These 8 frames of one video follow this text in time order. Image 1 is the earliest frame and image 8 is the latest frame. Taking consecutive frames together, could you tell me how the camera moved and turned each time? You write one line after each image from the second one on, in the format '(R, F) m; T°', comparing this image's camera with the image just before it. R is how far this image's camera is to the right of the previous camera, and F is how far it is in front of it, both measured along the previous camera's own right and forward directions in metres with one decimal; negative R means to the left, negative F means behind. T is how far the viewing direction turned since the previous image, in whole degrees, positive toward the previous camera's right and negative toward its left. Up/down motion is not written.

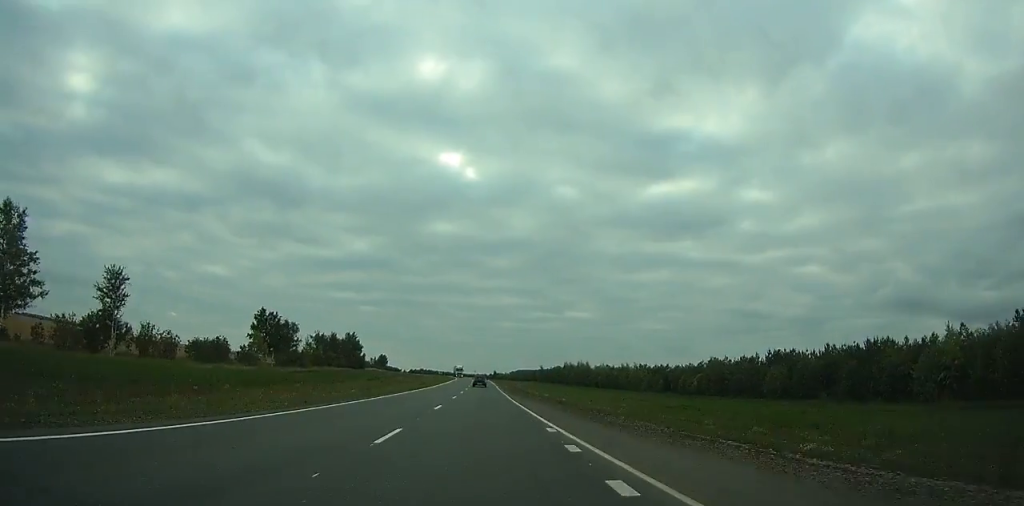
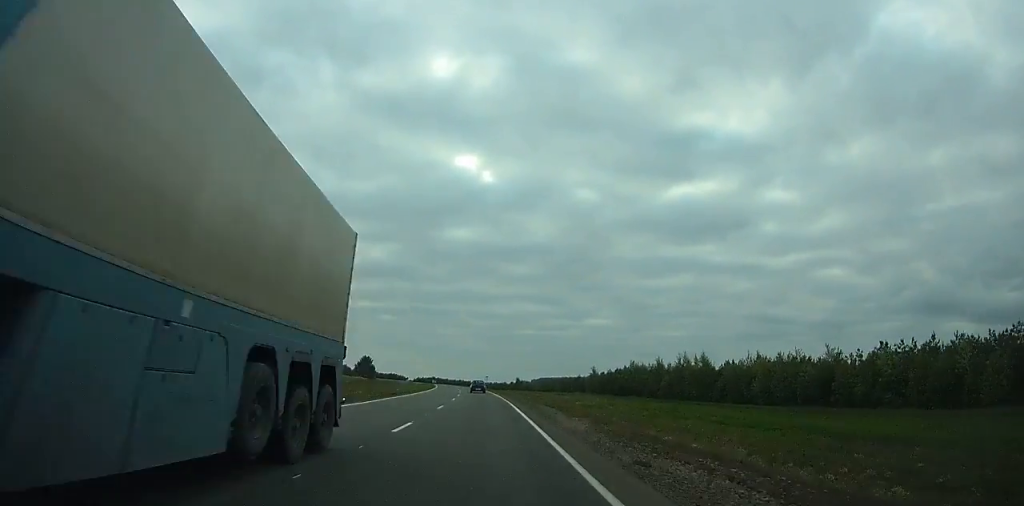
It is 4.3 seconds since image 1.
(-2.5, +104.4) m; -3°
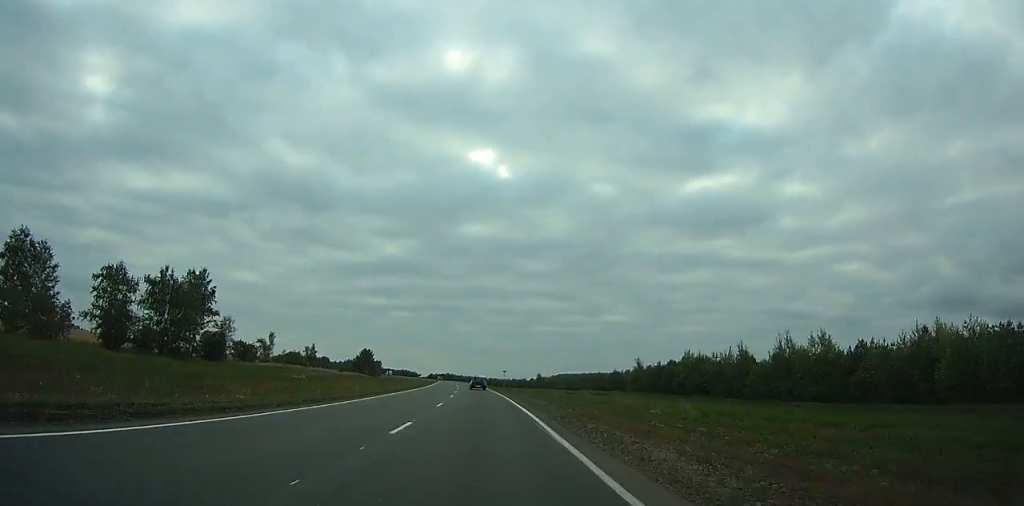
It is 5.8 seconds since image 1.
(-0.6, +36.8) m; -1°
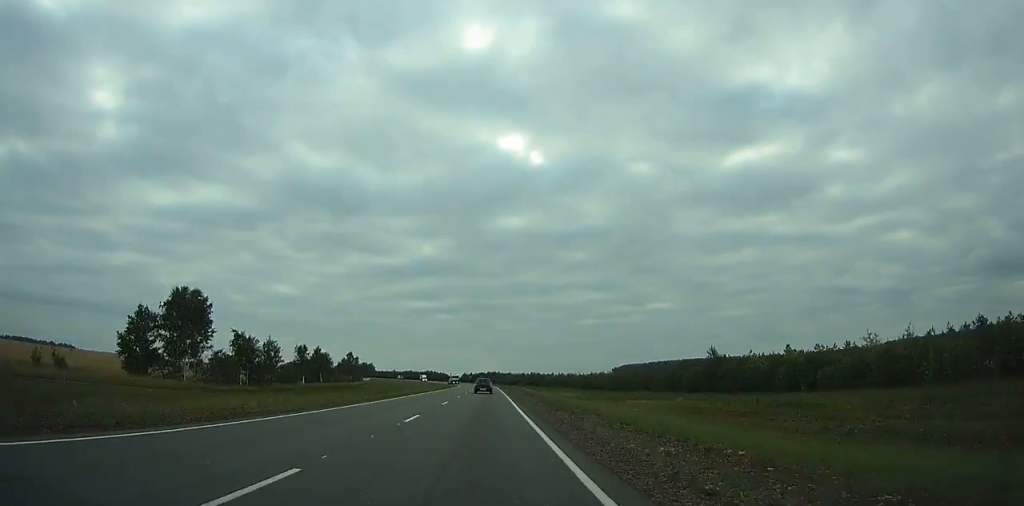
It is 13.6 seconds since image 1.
(-11.2, +190.0) m; -5°
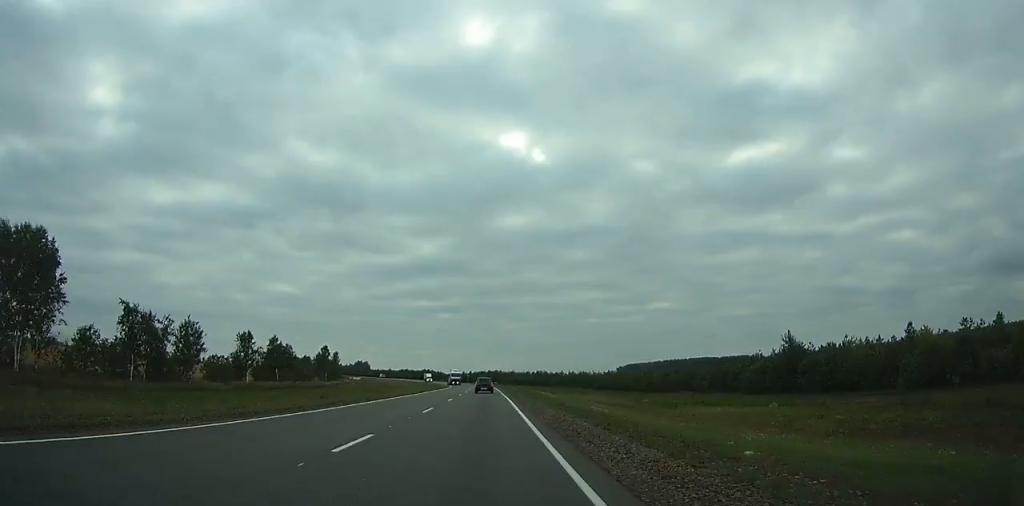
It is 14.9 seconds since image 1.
(+0.1, +31.4) m; 0°
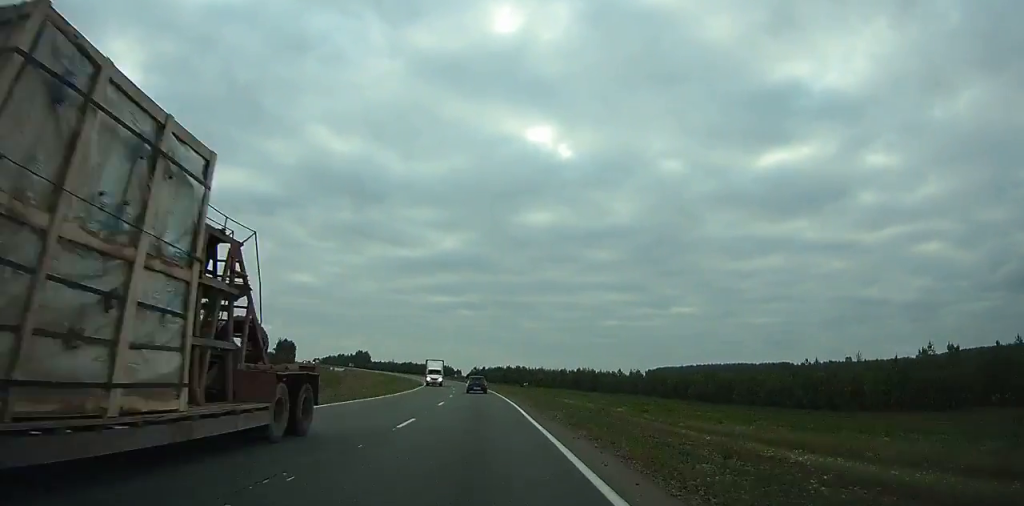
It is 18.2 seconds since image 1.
(-0.6, +79.4) m; -2°
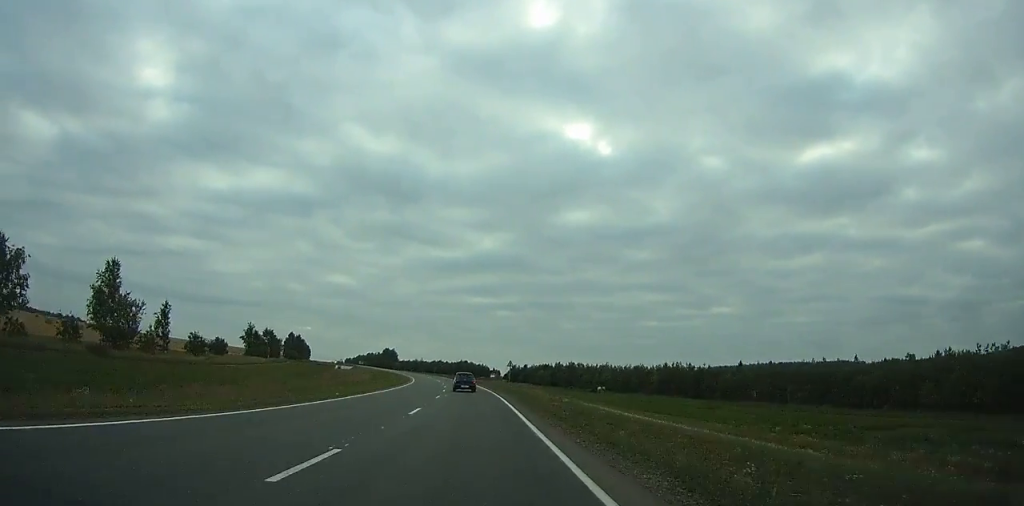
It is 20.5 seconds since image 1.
(-0.9, +54.8) m; -3°
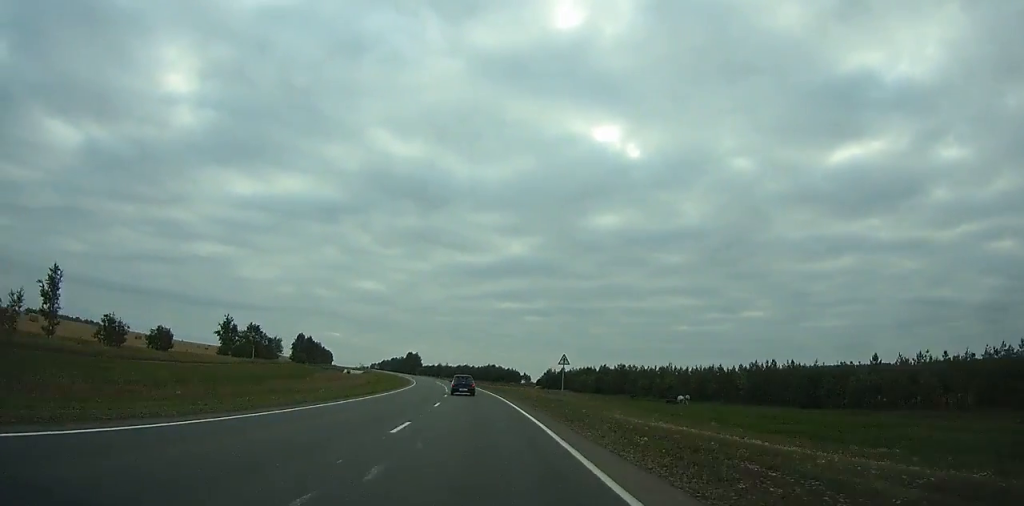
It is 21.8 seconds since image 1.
(+0.3, +30.9) m; -2°
